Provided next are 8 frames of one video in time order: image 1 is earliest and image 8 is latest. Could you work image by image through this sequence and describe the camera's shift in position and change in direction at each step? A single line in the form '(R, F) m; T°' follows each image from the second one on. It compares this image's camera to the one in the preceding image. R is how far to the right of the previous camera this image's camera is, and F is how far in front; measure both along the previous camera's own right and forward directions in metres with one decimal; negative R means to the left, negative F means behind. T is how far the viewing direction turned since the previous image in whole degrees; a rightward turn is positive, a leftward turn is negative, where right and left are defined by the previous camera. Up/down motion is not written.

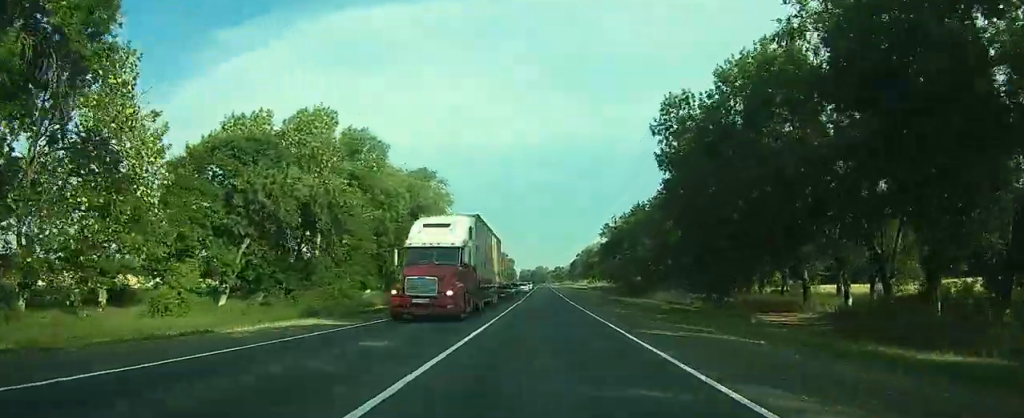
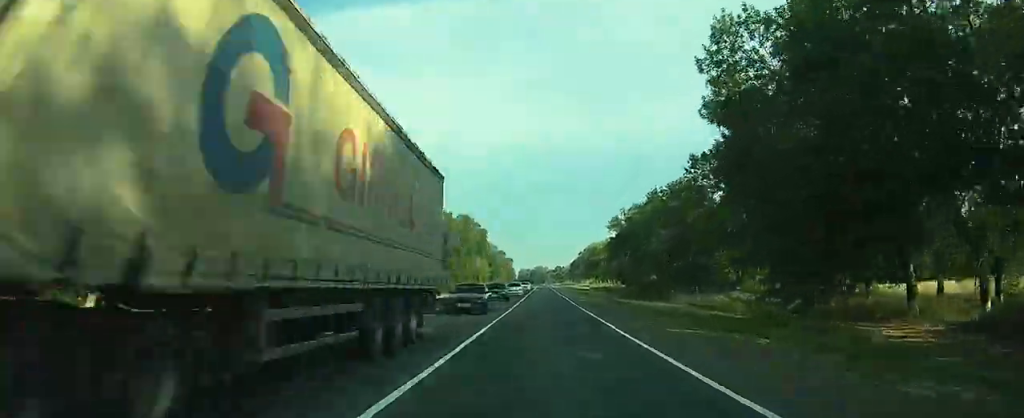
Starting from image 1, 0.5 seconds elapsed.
(-0.2, +12.4) m; 0°
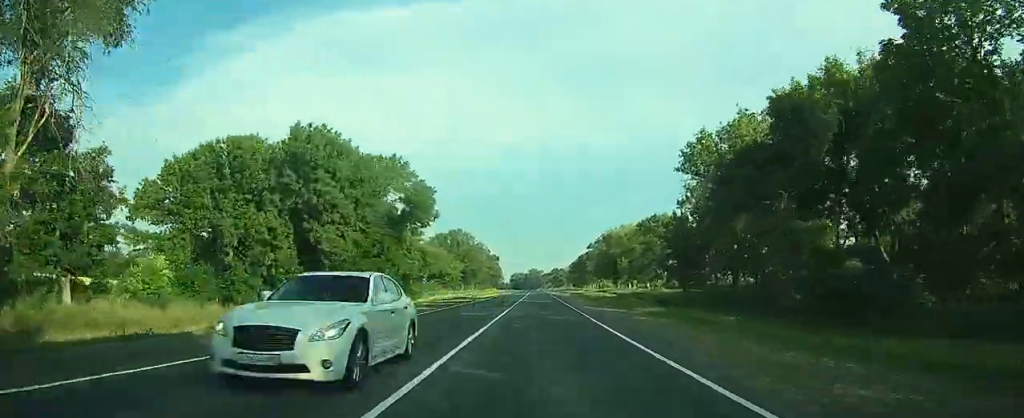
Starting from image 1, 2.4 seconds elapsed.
(+0.1, +49.6) m; 0°
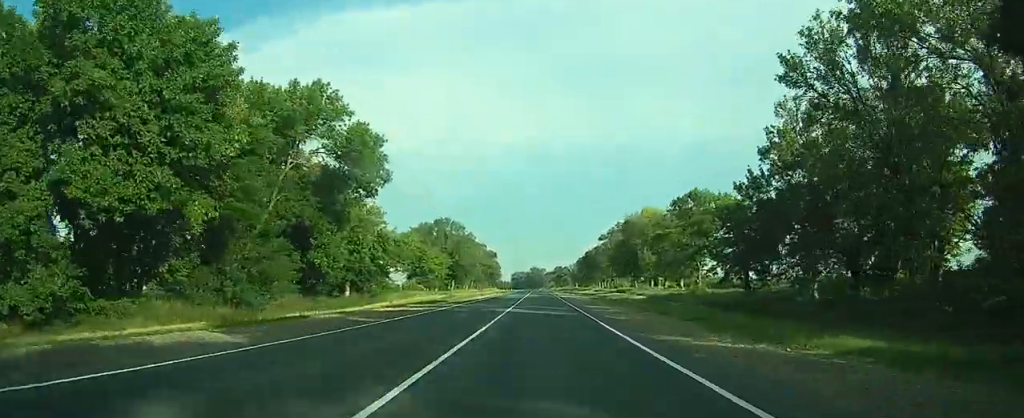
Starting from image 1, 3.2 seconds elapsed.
(0.0, +20.2) m; 0°
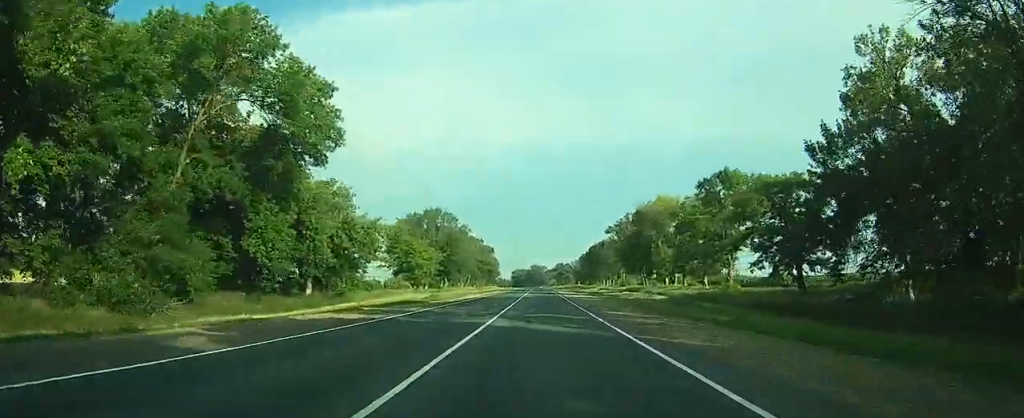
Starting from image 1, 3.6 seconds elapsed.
(0.0, +10.3) m; 0°
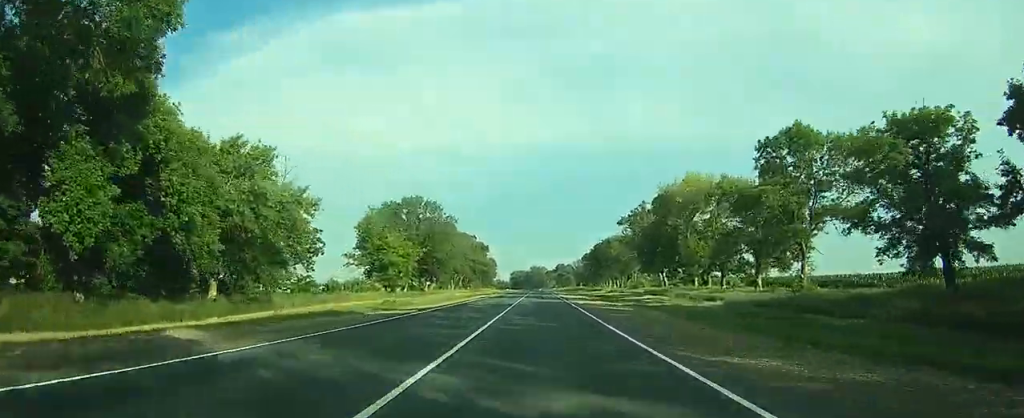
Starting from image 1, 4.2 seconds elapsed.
(0.0, +15.8) m; 0°
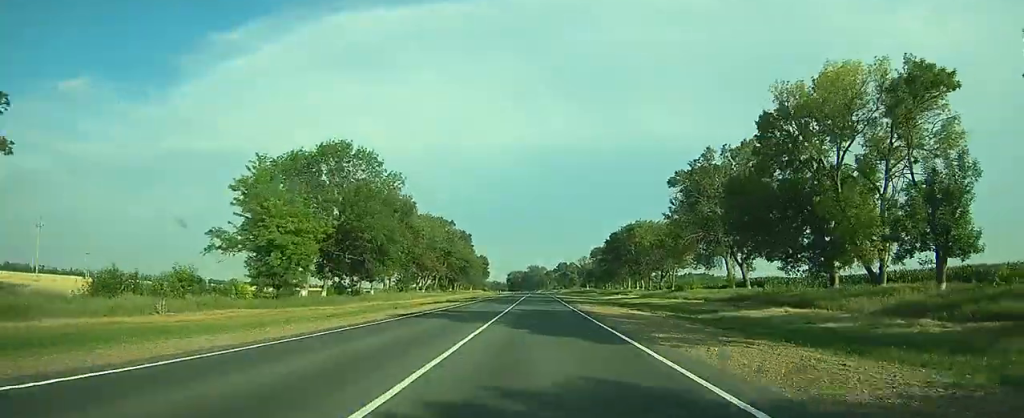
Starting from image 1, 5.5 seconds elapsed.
(0.0, +35.5) m; -2°
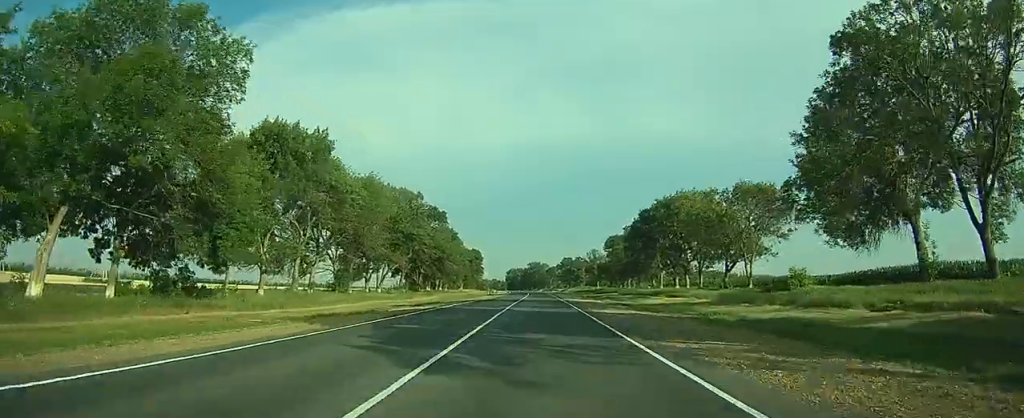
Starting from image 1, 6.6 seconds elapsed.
(-1.3, +35.2) m; -5°
